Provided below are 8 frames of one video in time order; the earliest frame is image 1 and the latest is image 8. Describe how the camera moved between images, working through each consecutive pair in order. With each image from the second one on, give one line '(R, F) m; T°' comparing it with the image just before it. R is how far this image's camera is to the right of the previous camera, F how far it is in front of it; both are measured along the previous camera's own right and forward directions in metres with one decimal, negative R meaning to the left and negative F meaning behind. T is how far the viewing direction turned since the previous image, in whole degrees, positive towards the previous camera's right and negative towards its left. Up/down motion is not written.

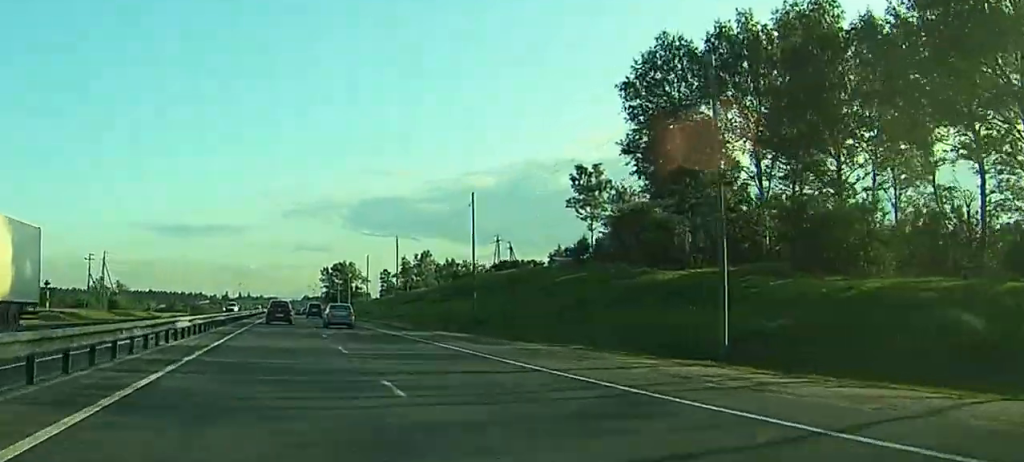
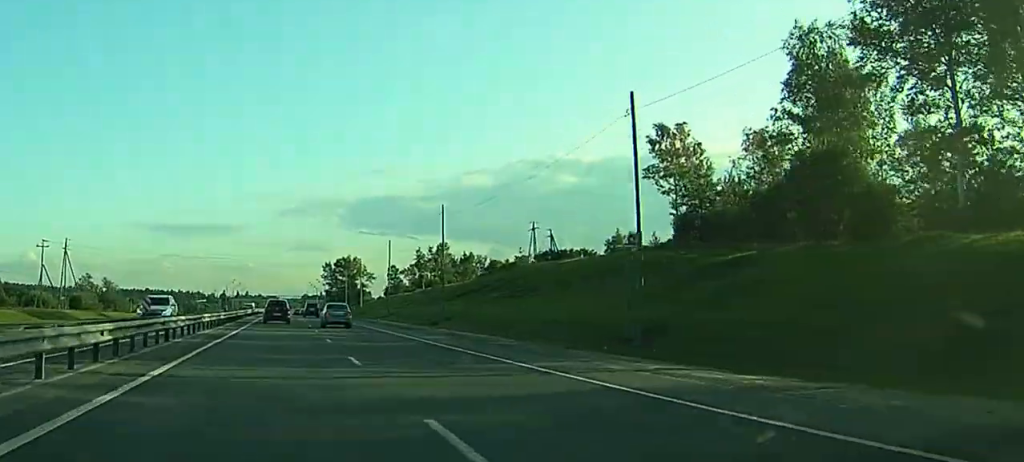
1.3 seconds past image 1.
(+0.3, +29.1) m; +1°
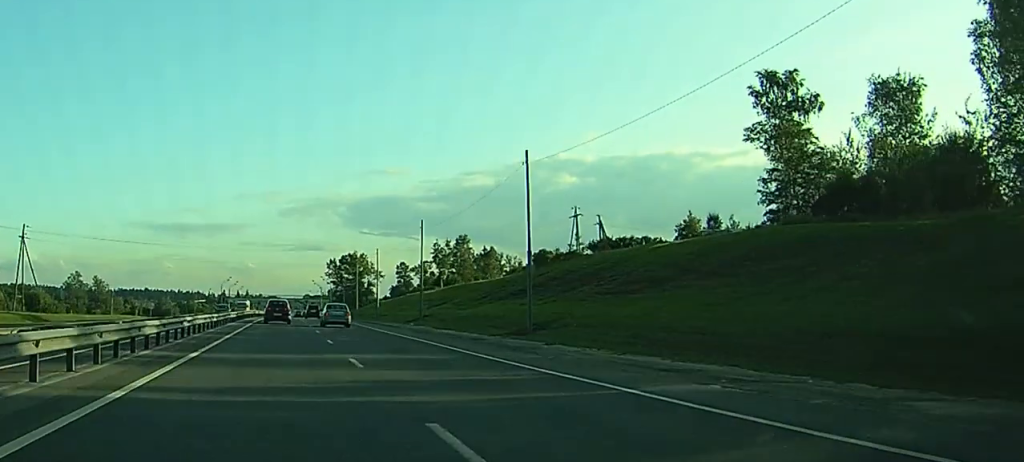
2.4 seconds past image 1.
(-0.1, +23.9) m; 0°
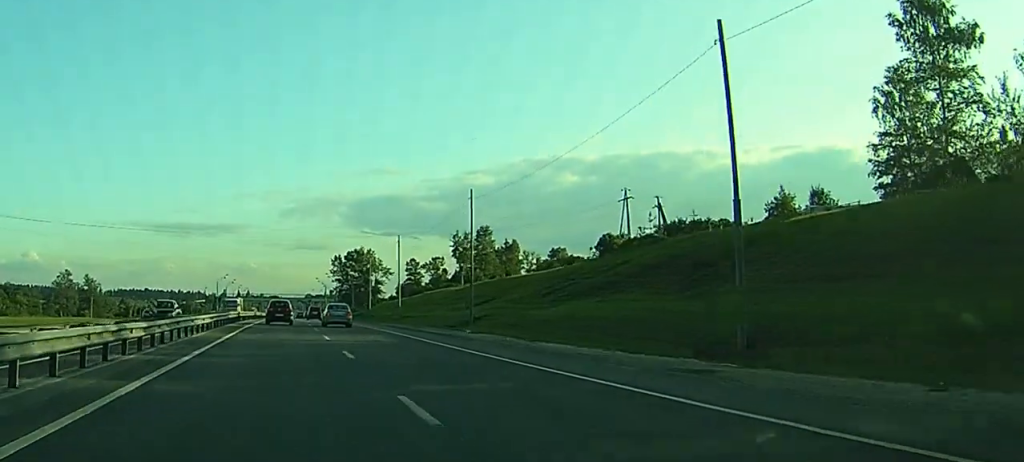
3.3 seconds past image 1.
(-0.1, +21.0) m; 0°
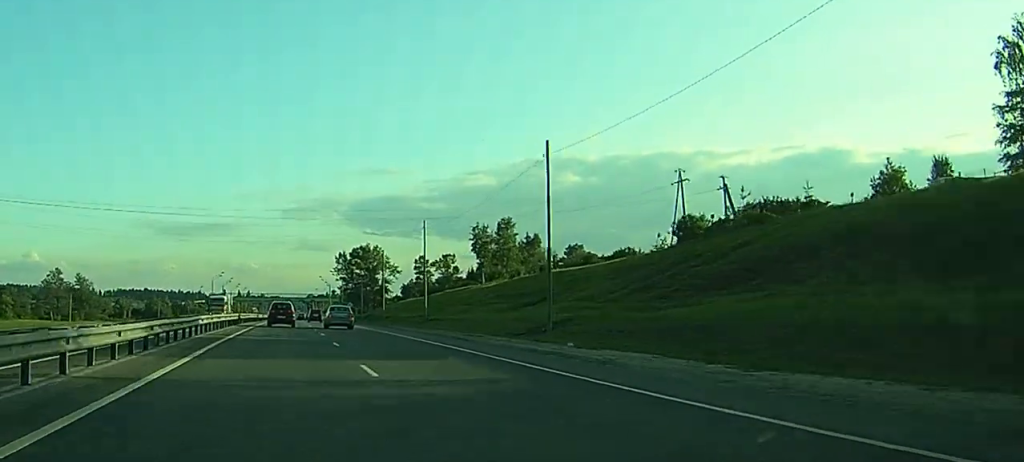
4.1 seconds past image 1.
(0.0, +17.3) m; 0°
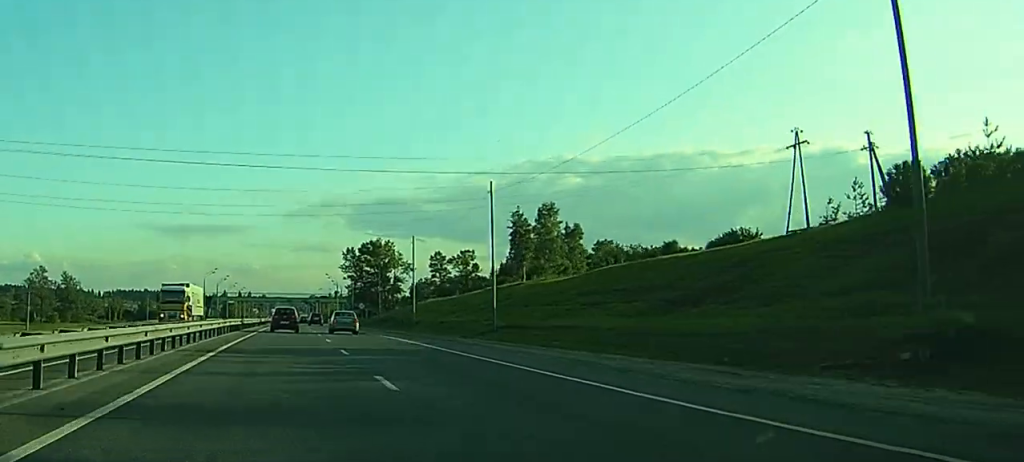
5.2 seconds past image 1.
(-0.1, +25.7) m; 0°
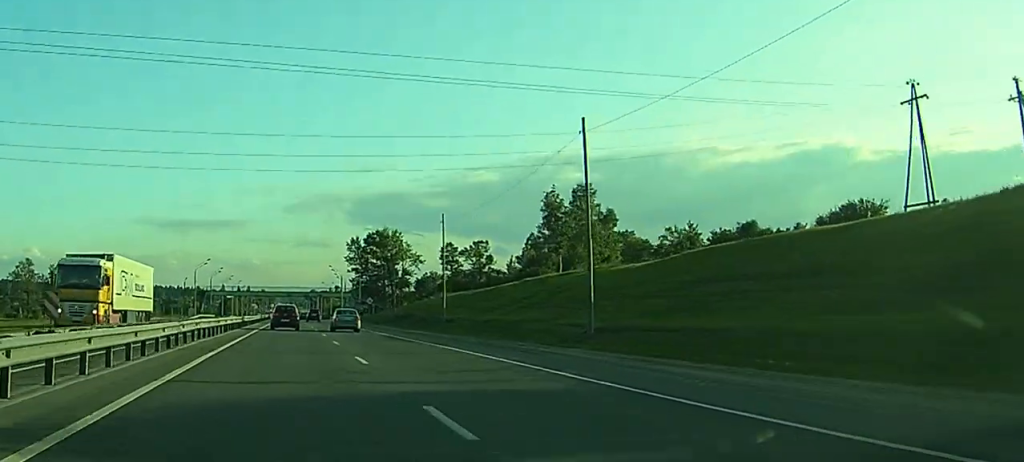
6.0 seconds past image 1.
(0.0, +17.4) m; 0°
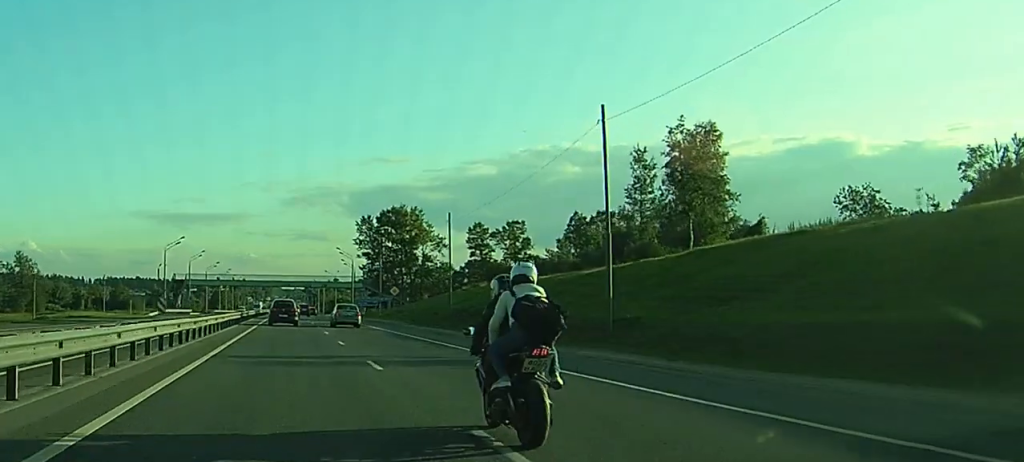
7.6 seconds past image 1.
(+0.3, +37.6) m; +1°
